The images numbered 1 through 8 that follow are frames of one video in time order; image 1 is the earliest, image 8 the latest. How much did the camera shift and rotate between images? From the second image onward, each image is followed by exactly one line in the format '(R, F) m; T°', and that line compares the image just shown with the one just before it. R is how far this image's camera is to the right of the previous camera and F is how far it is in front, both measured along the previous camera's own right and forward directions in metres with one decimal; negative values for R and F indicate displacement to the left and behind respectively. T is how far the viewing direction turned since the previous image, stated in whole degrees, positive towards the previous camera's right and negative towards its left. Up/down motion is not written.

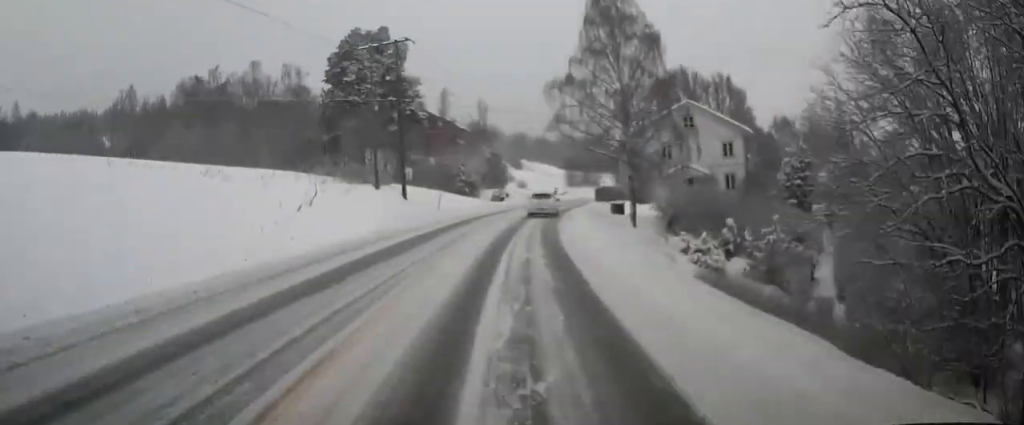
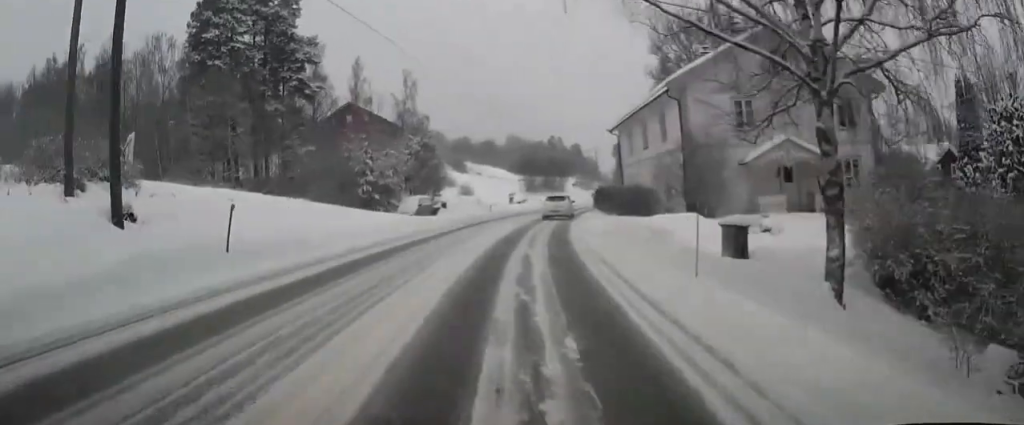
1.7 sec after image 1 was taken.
(+0.8, +27.7) m; +4°
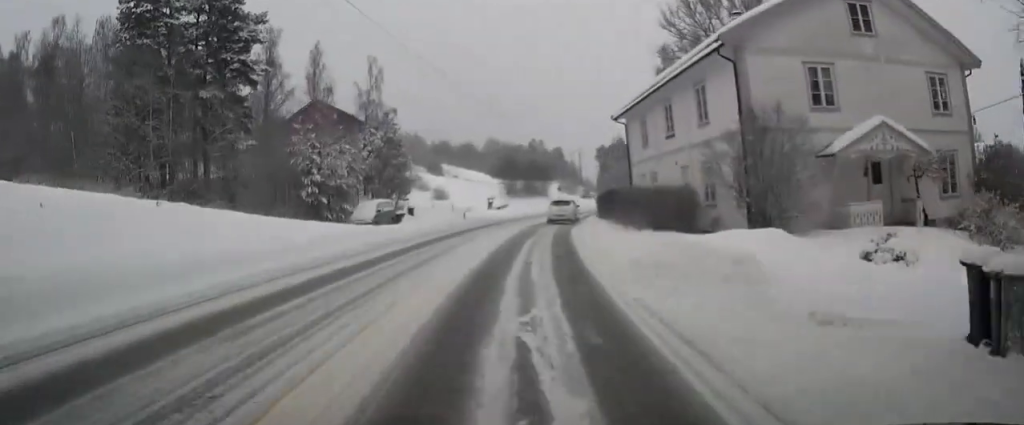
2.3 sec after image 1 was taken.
(+0.2, +9.2) m; +2°
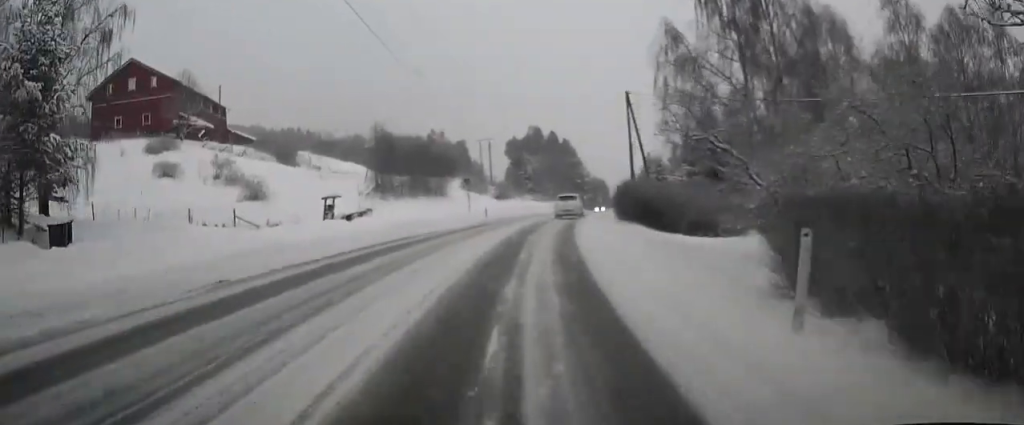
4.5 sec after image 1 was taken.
(+3.2, +36.3) m; +11°
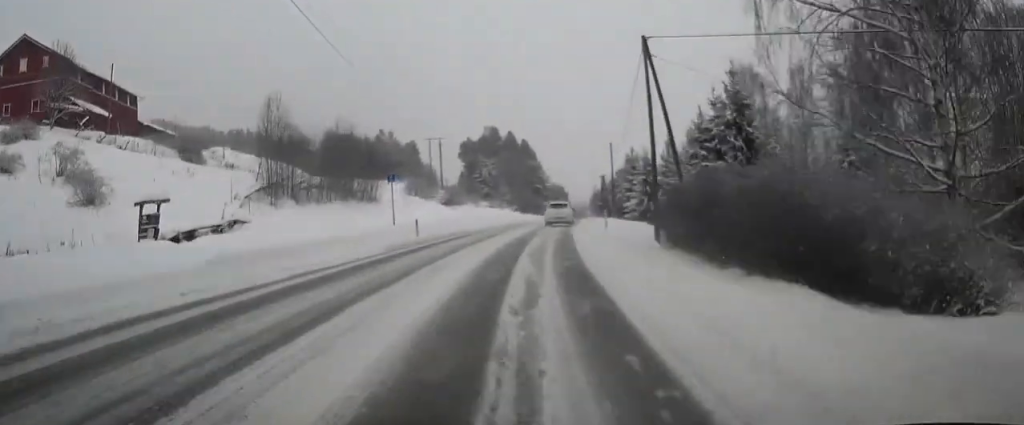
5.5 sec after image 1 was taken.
(+0.6, +15.6) m; +4°
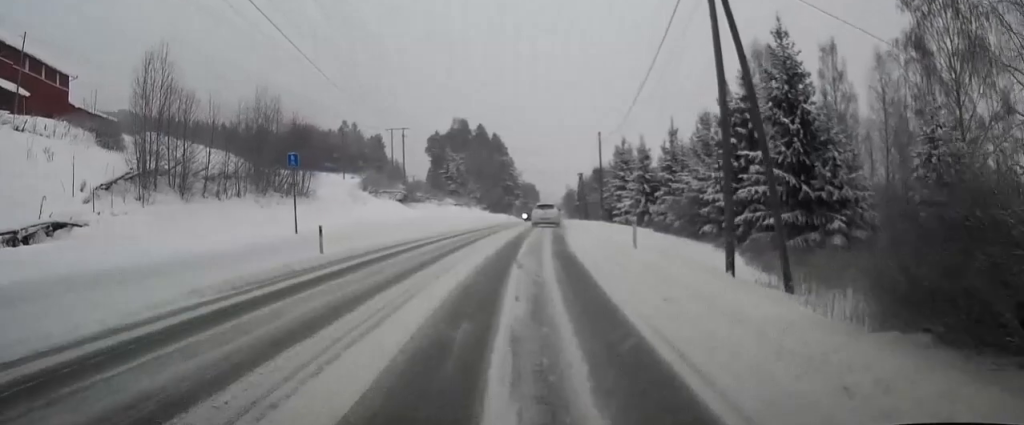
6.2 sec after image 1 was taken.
(+0.3, +10.7) m; +2°
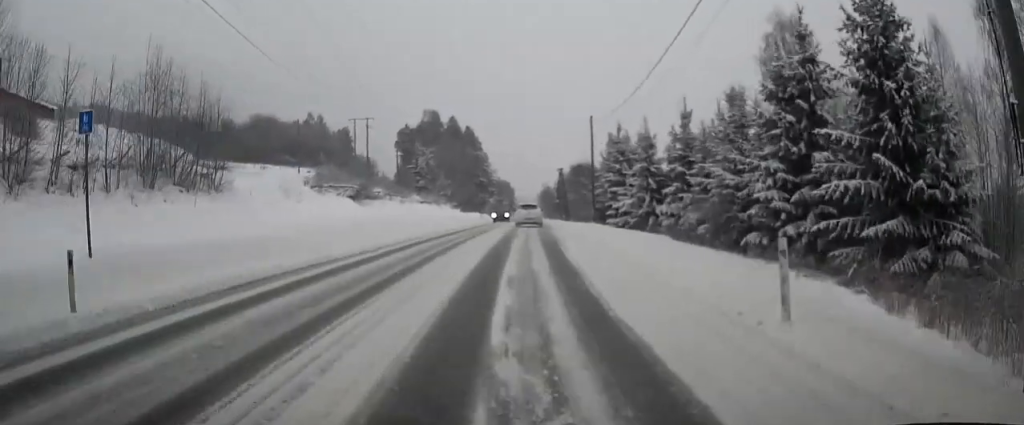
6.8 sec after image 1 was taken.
(+0.2, +9.5) m; +2°
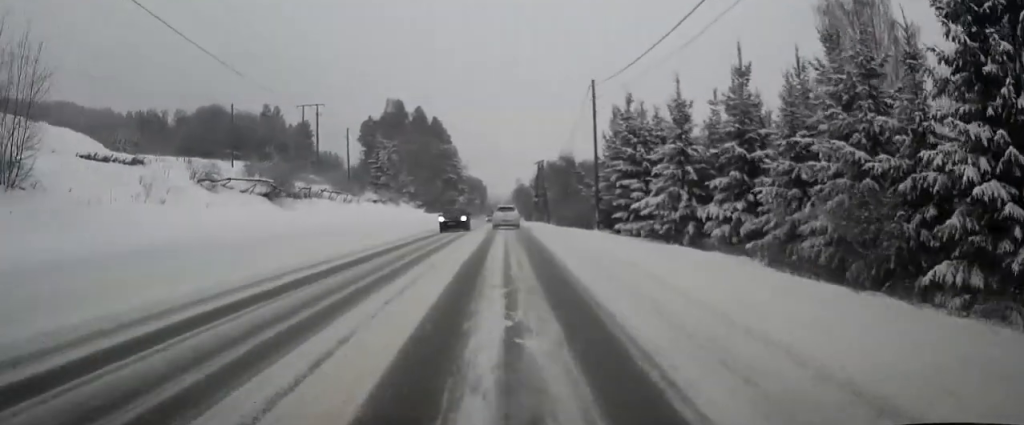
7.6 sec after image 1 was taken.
(+0.2, +13.5) m; +2°
